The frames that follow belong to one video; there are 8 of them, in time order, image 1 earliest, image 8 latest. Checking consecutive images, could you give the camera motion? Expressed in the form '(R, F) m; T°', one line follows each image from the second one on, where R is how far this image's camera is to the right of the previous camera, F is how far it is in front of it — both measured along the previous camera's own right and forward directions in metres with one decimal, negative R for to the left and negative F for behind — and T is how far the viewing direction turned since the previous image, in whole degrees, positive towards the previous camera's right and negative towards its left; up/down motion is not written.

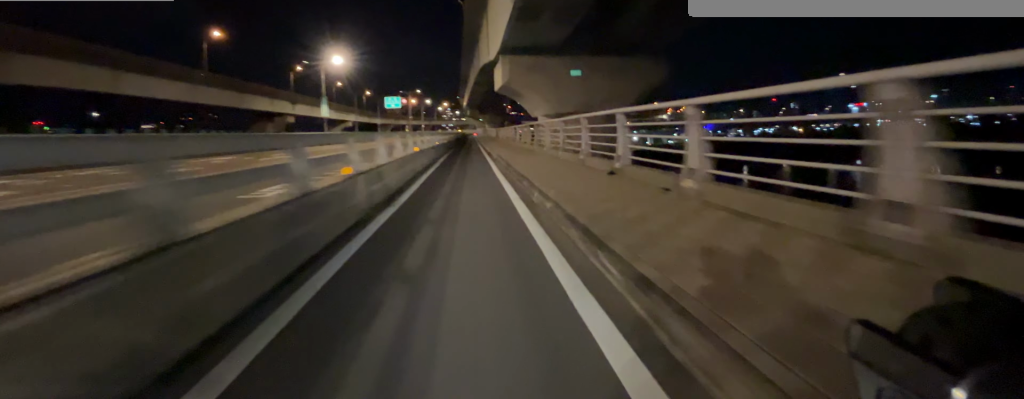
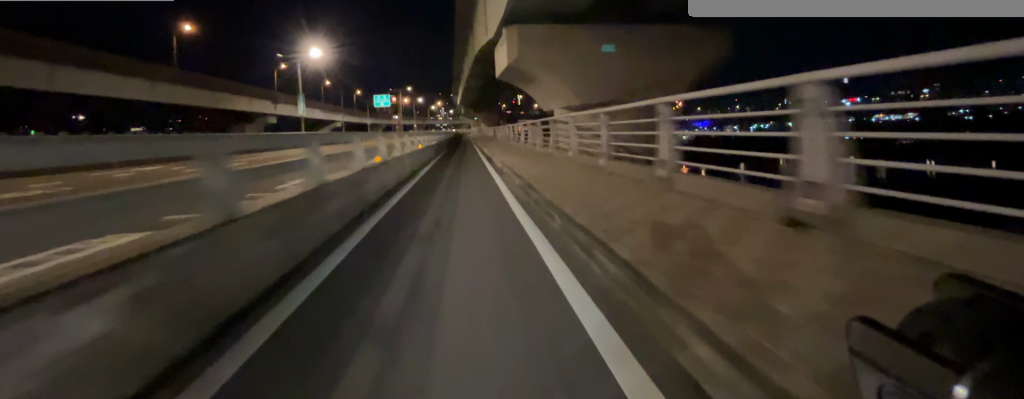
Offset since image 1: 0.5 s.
(0.0, +4.5) m; 0°
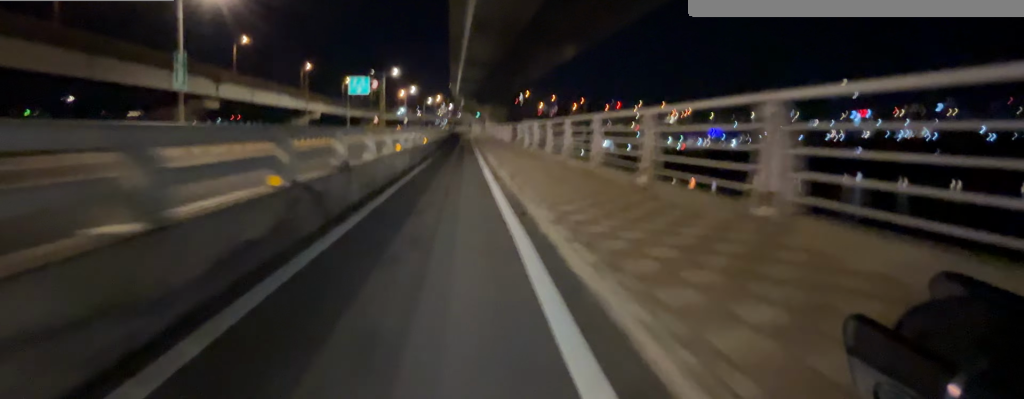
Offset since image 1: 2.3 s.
(-0.4, +18.6) m; -3°
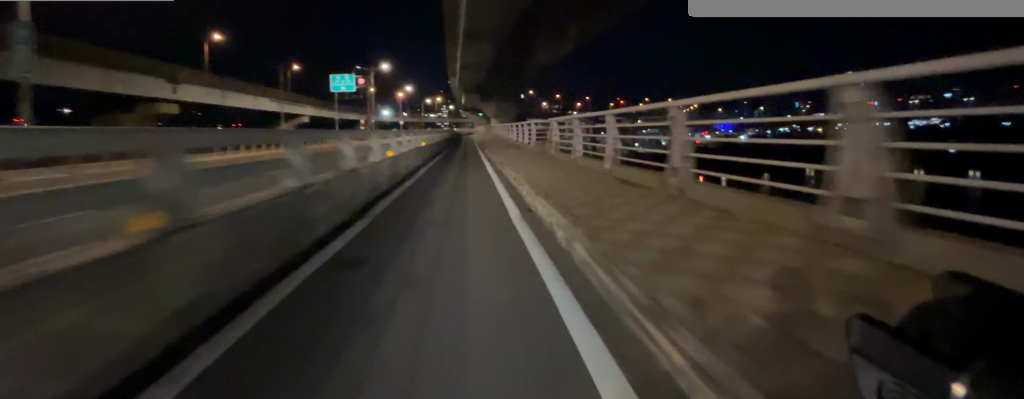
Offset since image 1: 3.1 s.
(-0.2, +10.8) m; -1°
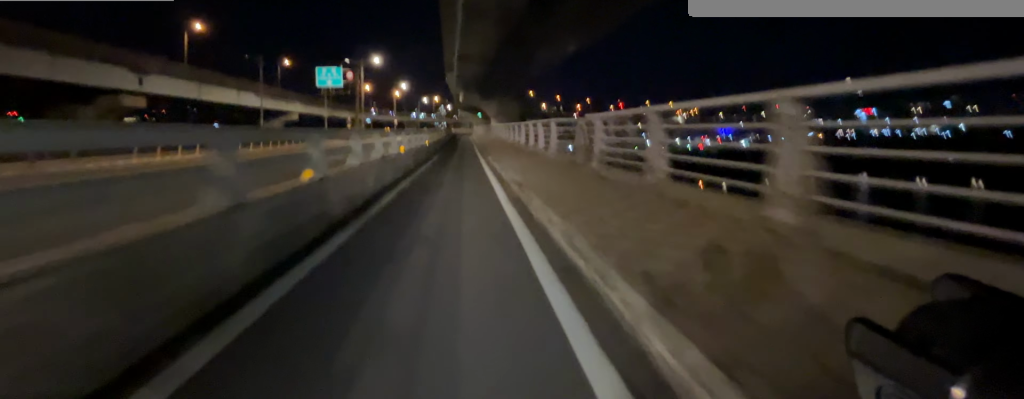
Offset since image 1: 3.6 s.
(-0.1, +6.2) m; 0°
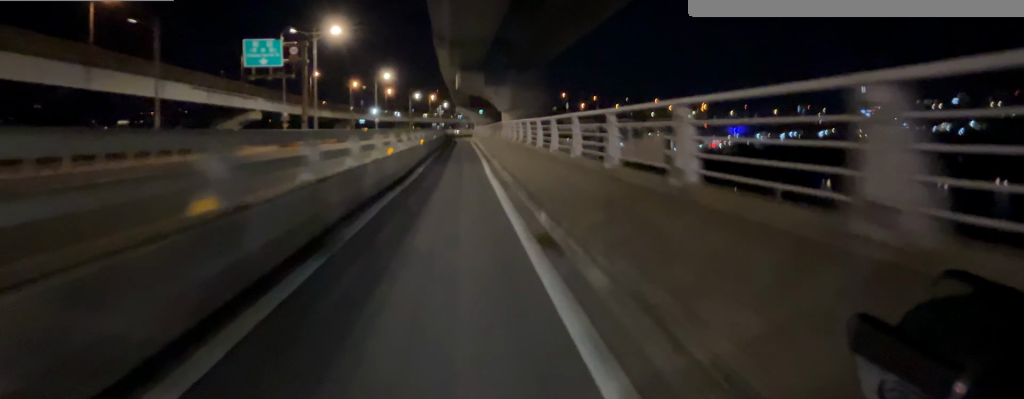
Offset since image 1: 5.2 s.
(+0.4, +22.5) m; +1°
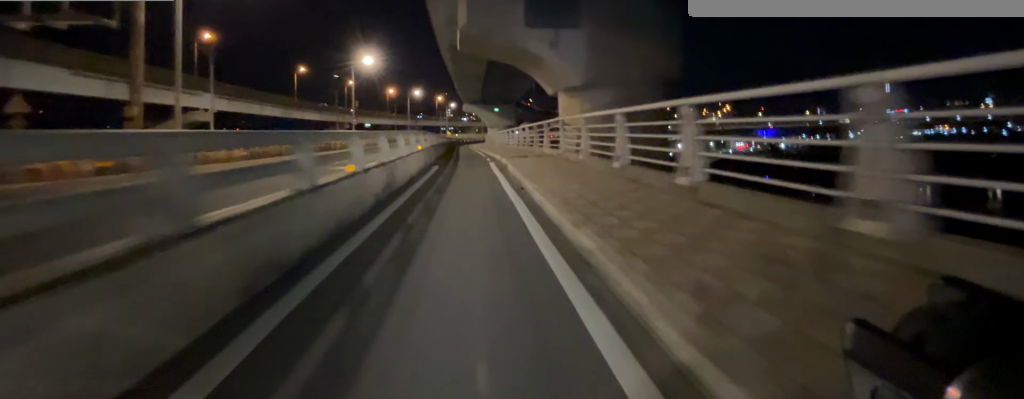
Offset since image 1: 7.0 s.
(-0.2, +23.4) m; -2°
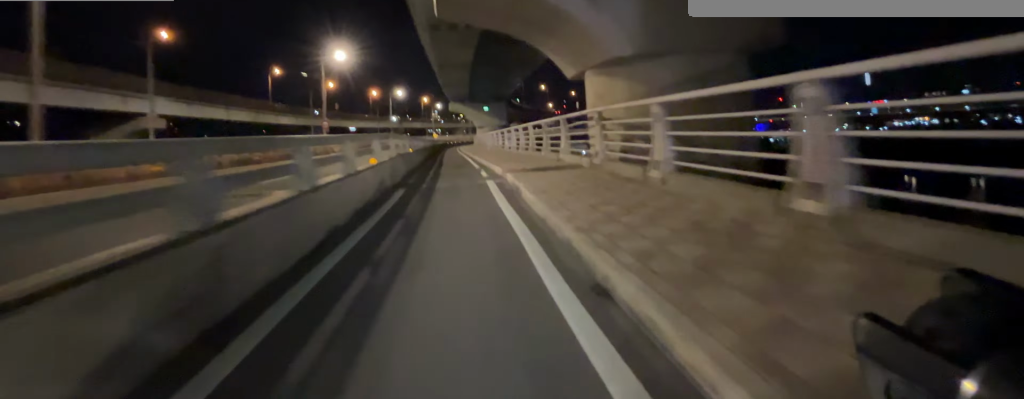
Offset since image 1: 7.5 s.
(-0.1, +5.9) m; -1°
